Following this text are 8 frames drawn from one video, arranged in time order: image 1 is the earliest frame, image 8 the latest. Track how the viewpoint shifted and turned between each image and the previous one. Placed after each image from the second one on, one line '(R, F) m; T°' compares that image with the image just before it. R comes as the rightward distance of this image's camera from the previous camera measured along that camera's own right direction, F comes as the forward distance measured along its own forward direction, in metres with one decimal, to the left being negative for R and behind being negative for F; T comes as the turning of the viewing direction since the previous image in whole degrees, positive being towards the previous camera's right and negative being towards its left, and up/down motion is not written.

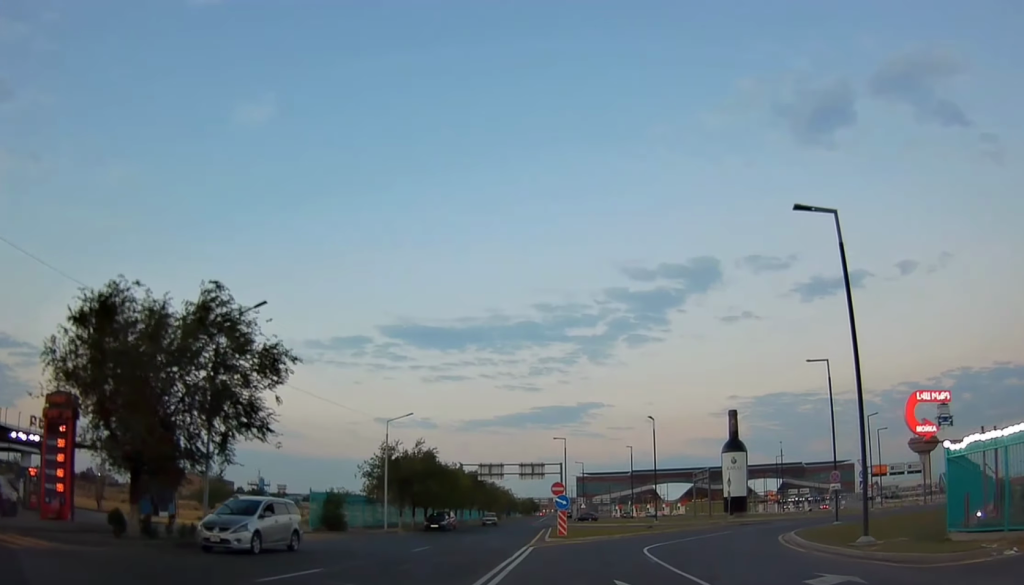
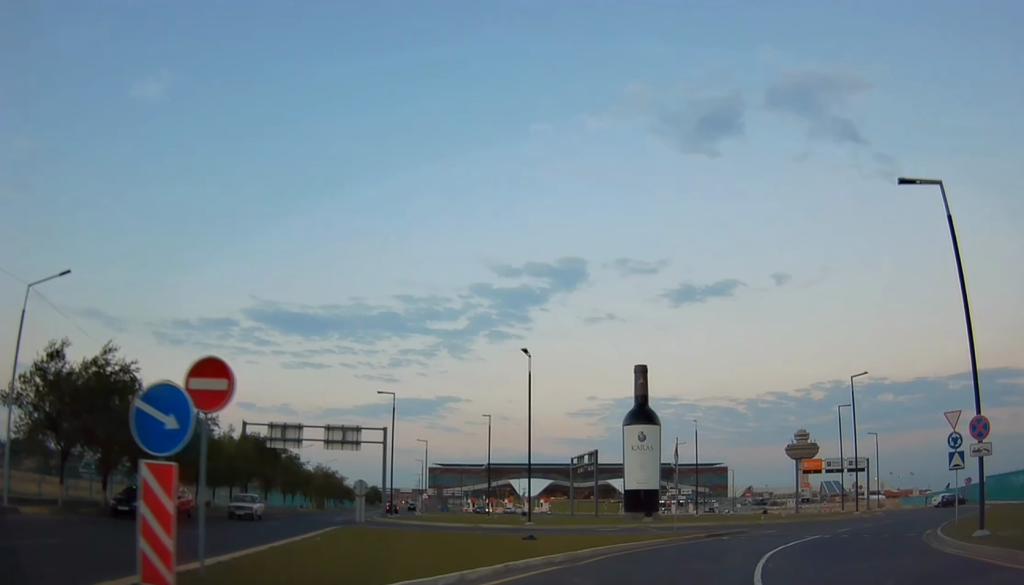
(+1.1, +25.9) m; +9°
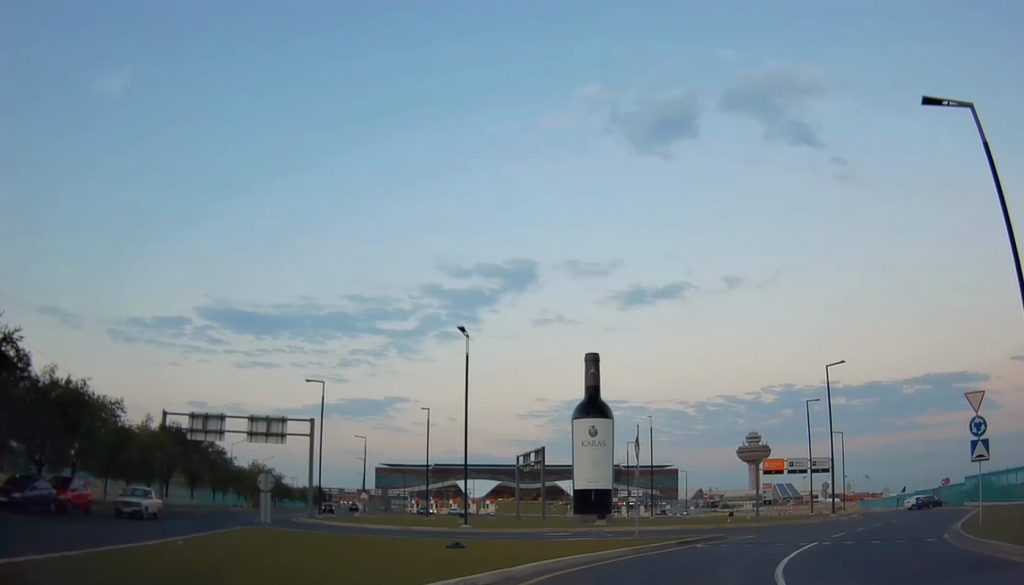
(+0.2, +4.9) m; +5°
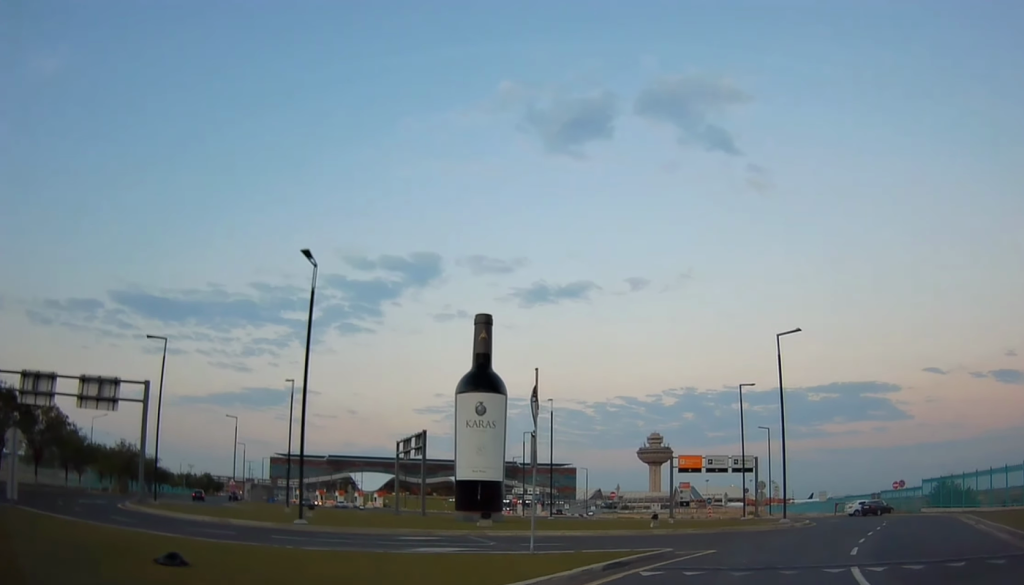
(+0.9, +9.5) m; +10°
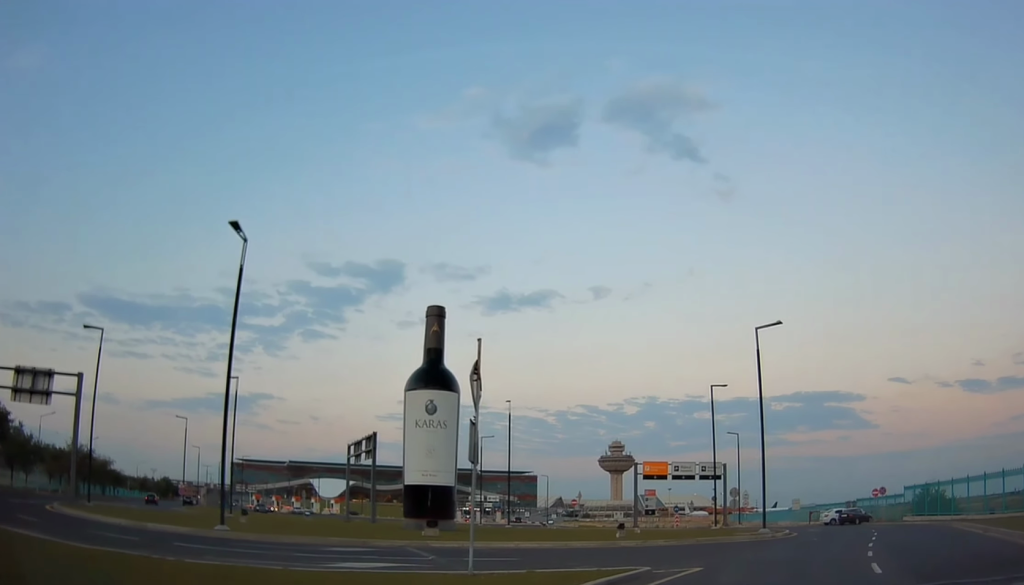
(+0.2, +3.9) m; +4°
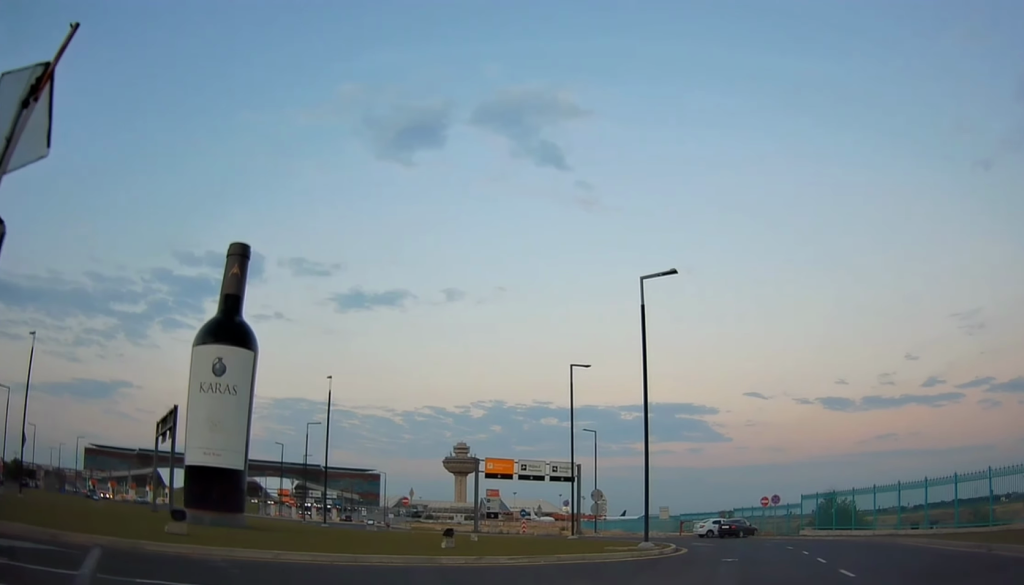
(+0.9, +10.9) m; +10°
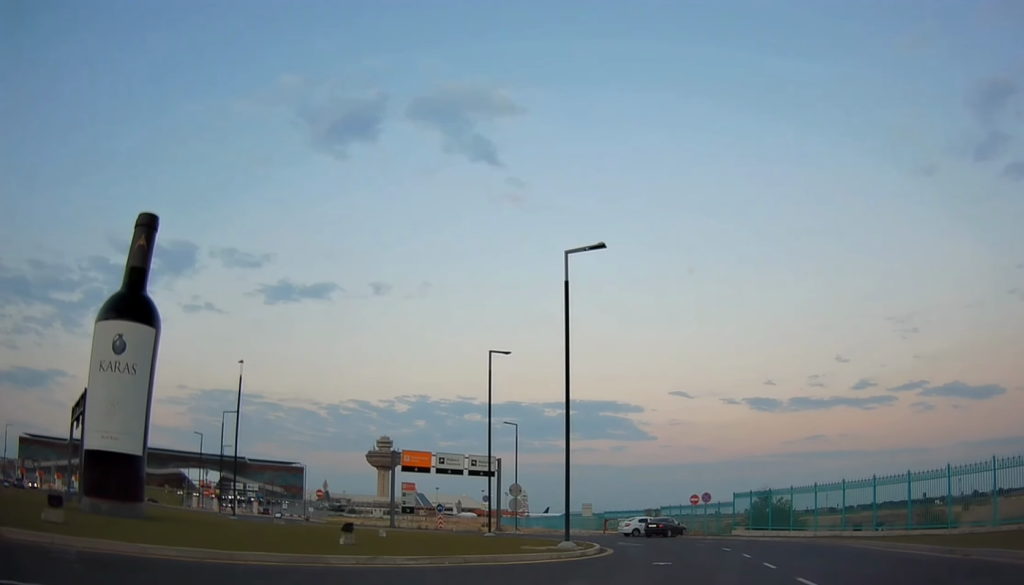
(+0.1, +2.5) m; +5°
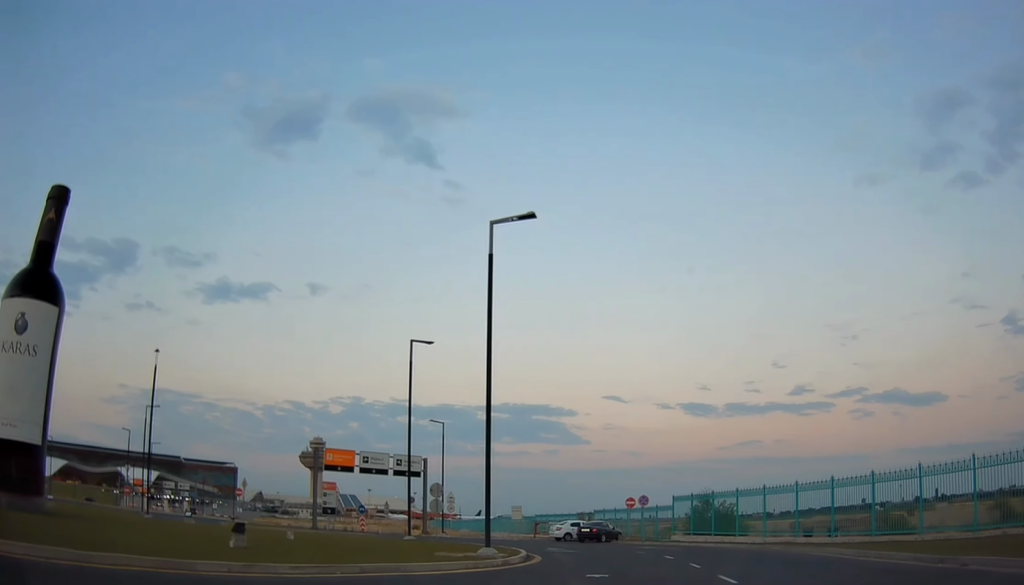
(+0.1, +2.6) m; +6°
